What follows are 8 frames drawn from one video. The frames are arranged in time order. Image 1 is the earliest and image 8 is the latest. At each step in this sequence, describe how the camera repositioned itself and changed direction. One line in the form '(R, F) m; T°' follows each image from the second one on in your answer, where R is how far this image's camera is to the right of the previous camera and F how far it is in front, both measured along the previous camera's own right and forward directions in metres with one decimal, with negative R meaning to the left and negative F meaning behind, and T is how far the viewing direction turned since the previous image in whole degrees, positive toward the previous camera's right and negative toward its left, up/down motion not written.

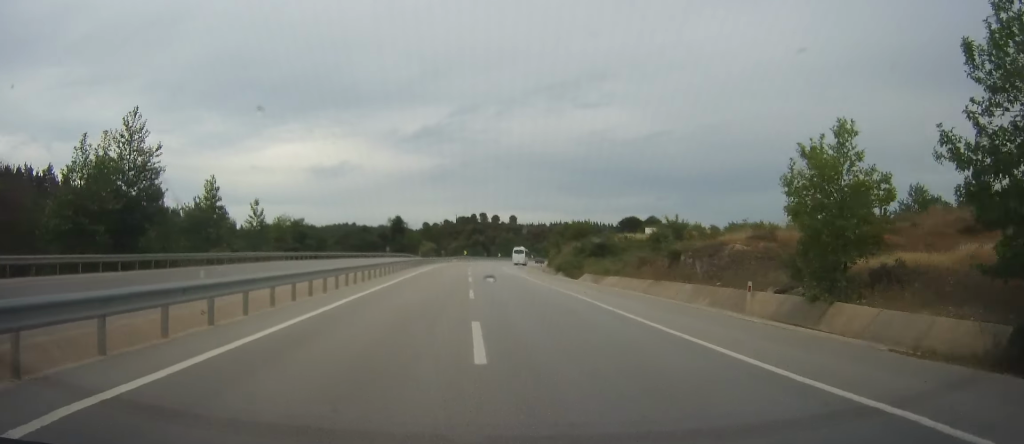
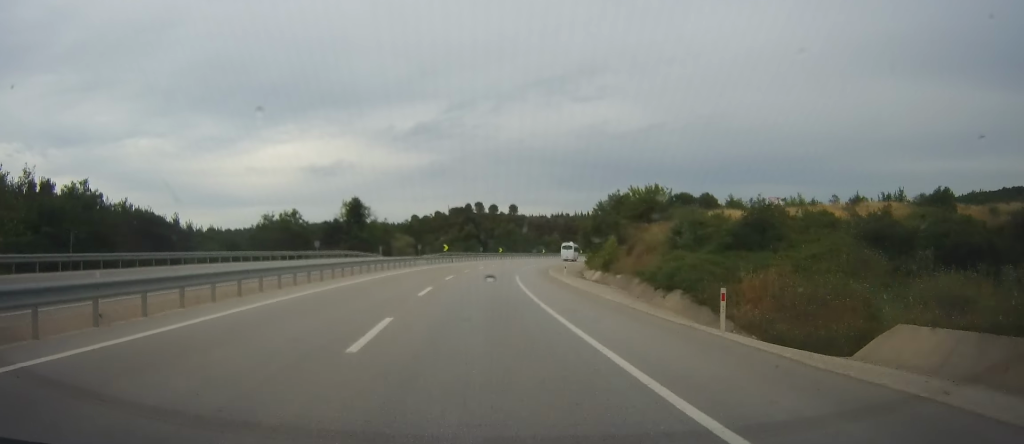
(-0.2, +49.2) m; 0°
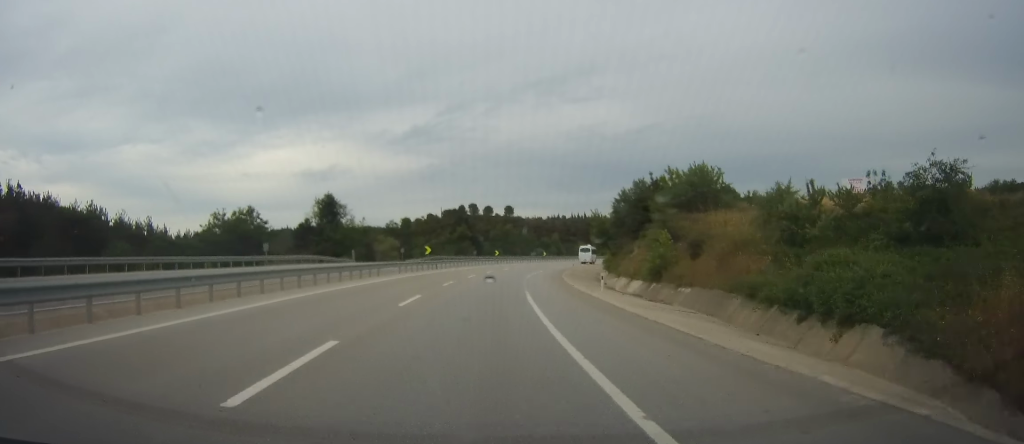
(0.0, +16.2) m; 0°
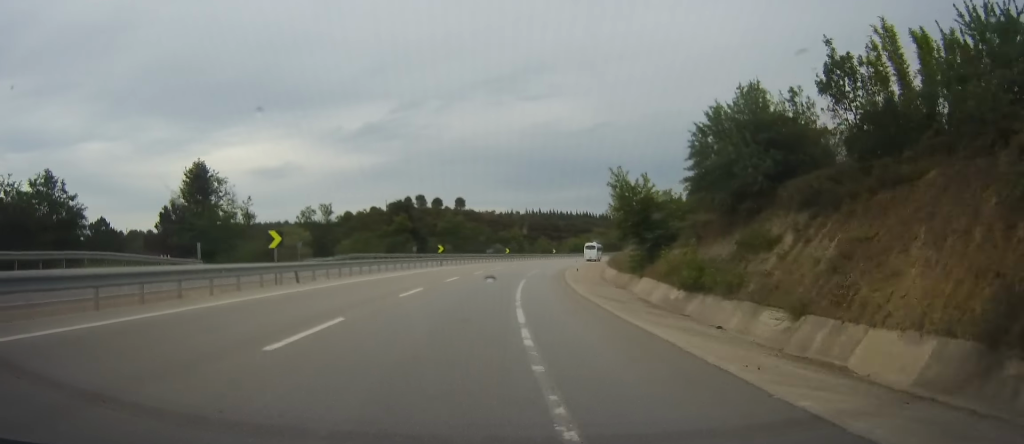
(+0.4, +33.3) m; +3°
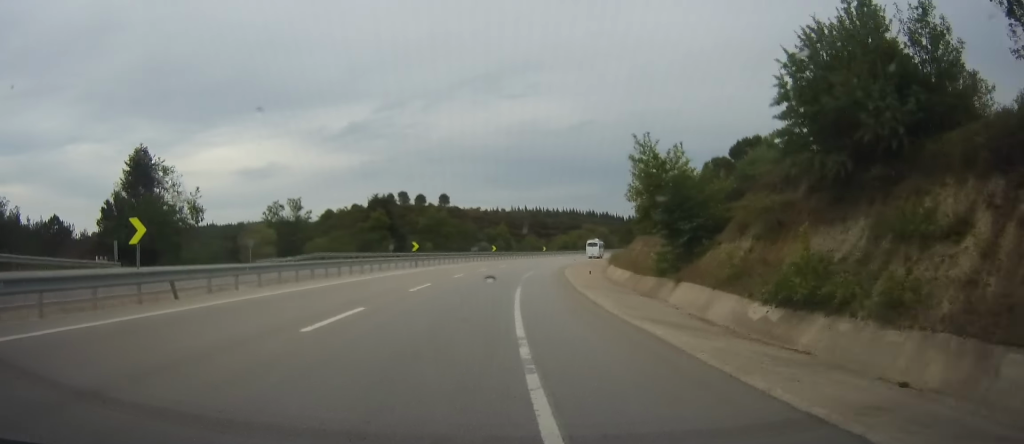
(+0.3, +10.5) m; +1°
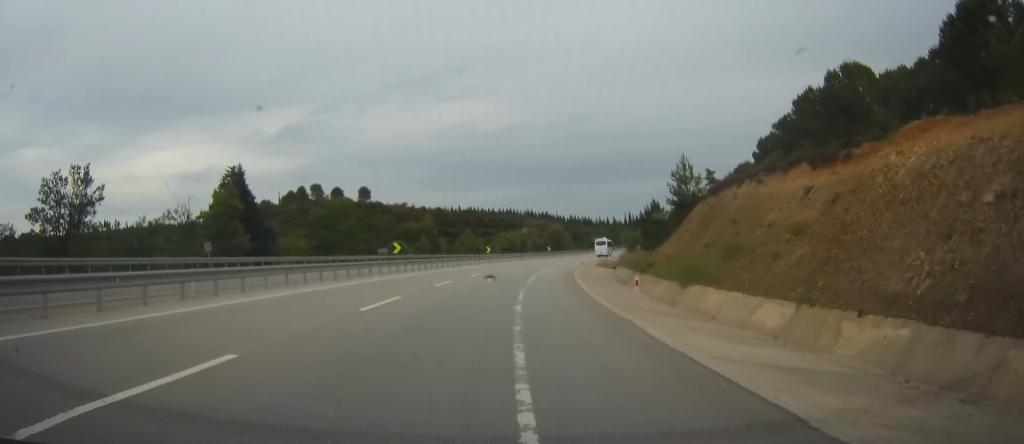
(+2.0, +44.2) m; +6°
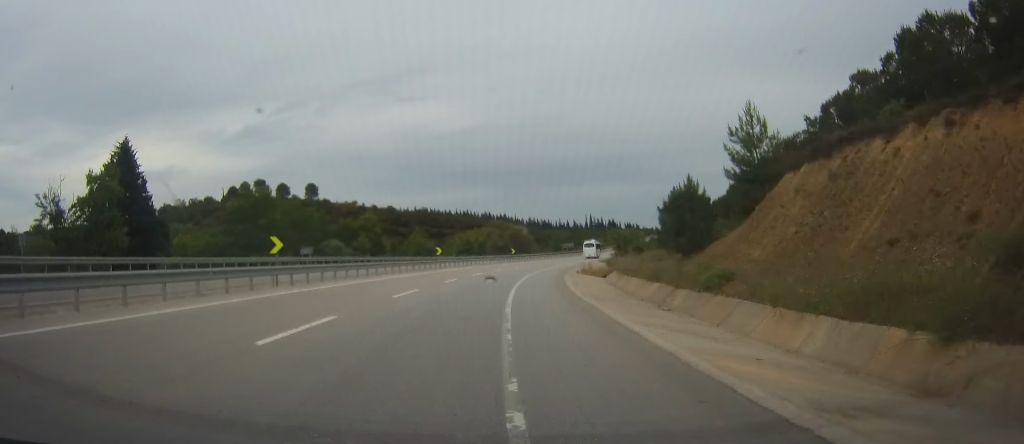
(+0.3, +18.2) m; +3°
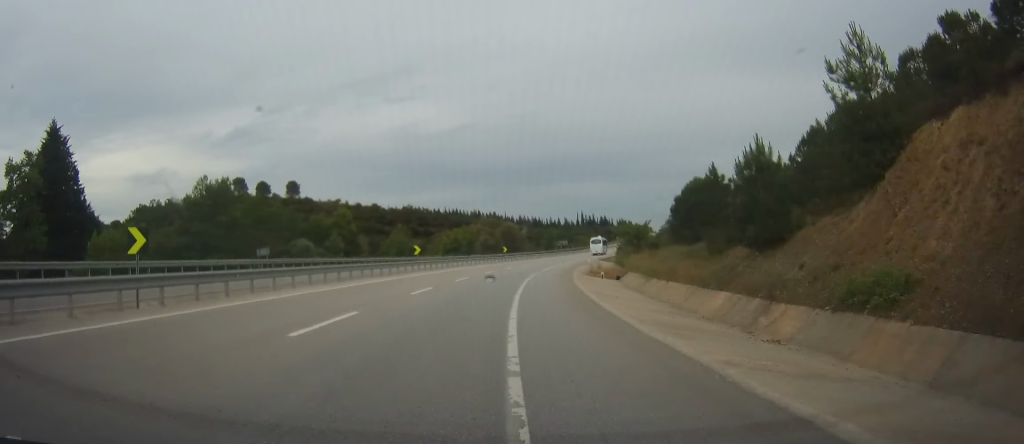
(+0.4, +10.2) m; +1°
